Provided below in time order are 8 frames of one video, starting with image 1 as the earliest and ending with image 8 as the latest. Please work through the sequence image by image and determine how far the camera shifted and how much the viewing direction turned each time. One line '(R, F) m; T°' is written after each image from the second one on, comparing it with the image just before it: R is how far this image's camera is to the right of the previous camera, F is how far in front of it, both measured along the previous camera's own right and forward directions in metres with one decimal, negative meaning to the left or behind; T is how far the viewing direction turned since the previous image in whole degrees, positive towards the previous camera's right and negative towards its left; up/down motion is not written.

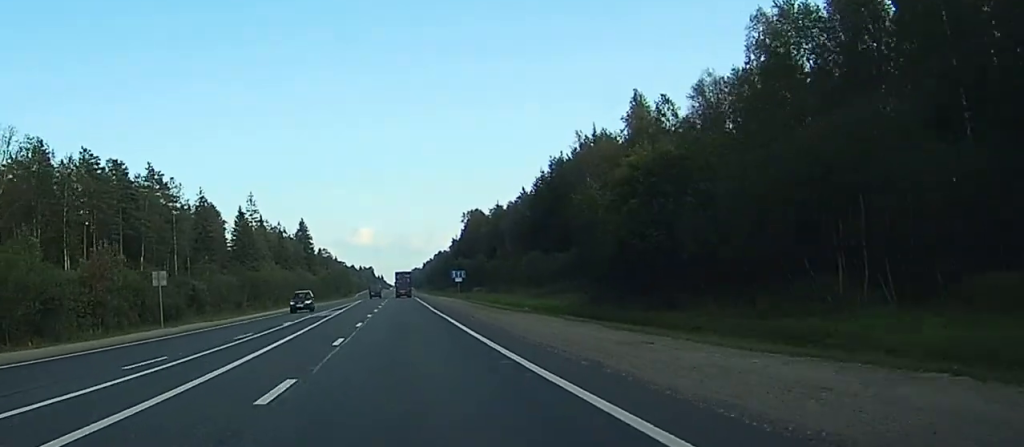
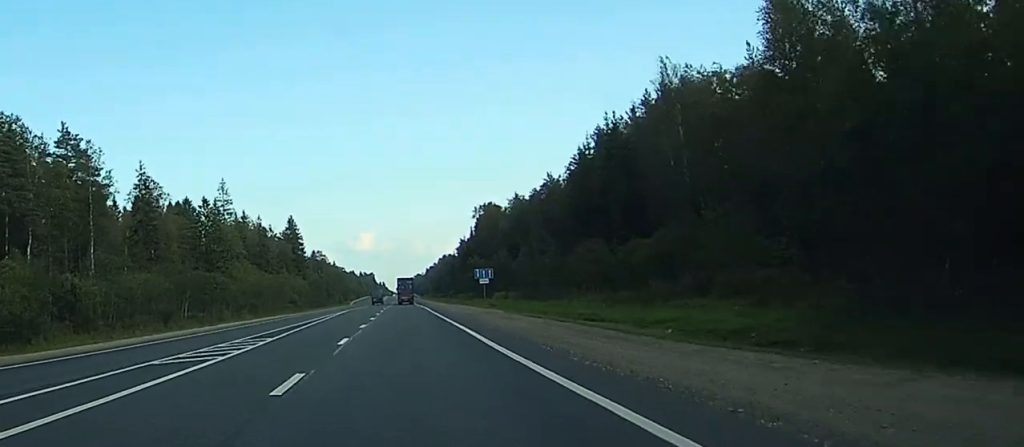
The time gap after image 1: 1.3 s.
(0.0, +34.8) m; 0°
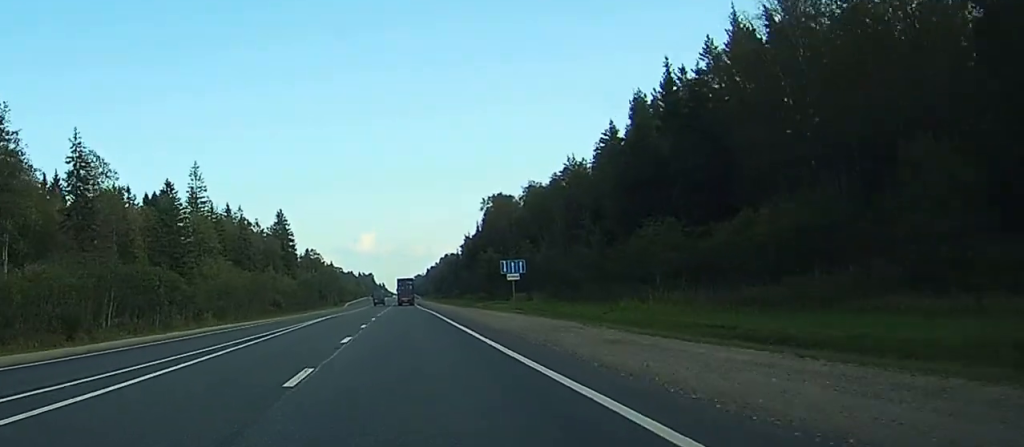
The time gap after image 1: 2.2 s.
(+0.1, +23.0) m; 0°
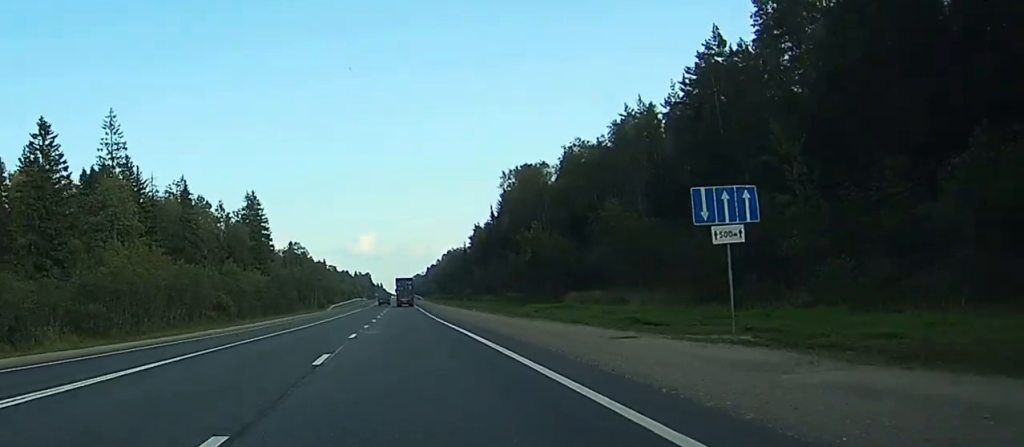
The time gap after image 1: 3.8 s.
(-0.3, +43.9) m; 0°
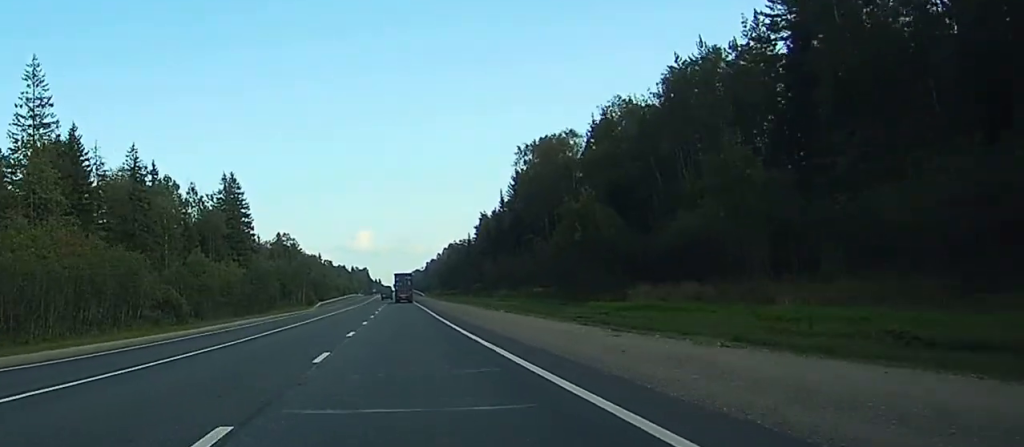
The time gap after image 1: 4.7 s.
(0.0, +23.5) m; 0°
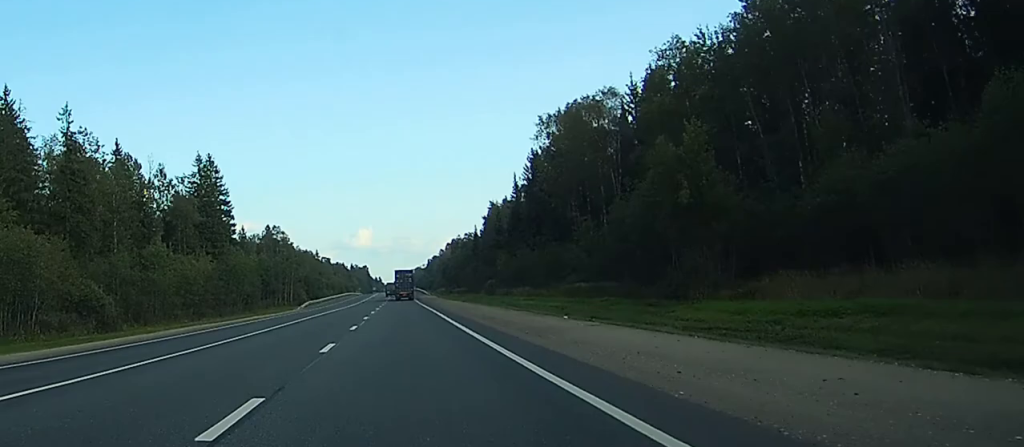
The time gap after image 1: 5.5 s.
(0.0, +21.8) m; 0°
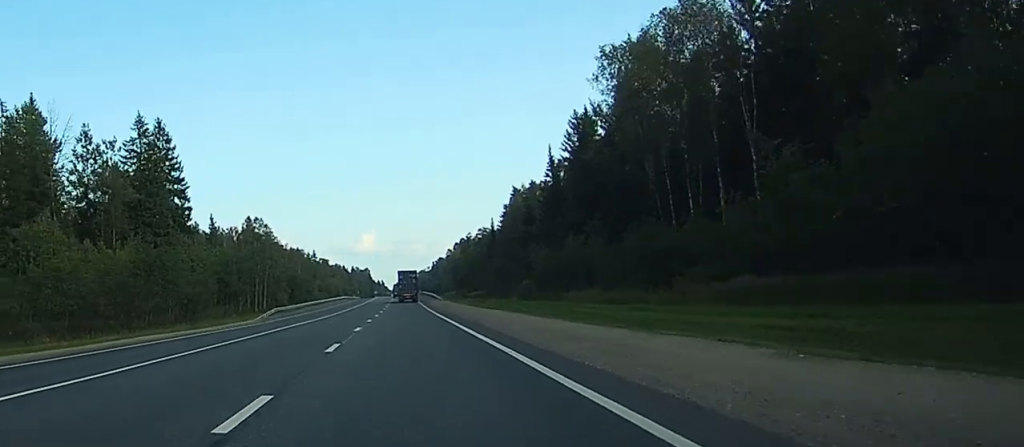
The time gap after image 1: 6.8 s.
(-0.1, +35.7) m; 0°
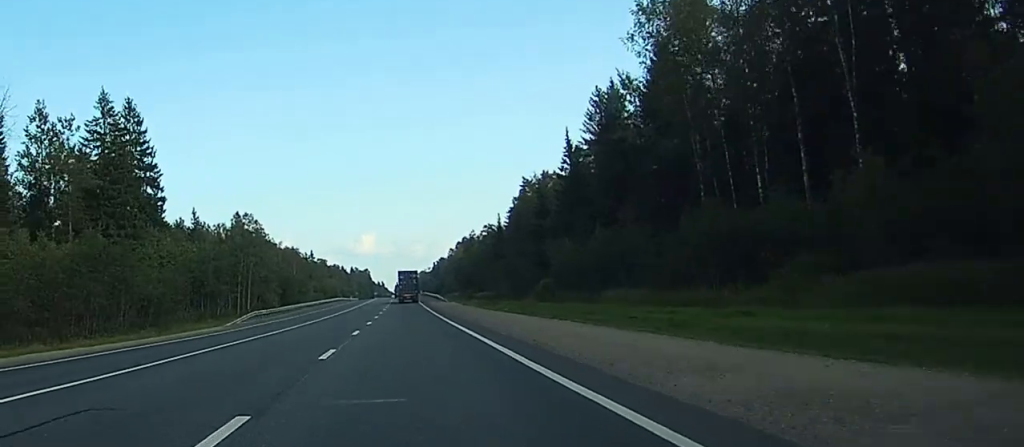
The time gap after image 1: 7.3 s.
(0.0, +13.8) m; 0°
